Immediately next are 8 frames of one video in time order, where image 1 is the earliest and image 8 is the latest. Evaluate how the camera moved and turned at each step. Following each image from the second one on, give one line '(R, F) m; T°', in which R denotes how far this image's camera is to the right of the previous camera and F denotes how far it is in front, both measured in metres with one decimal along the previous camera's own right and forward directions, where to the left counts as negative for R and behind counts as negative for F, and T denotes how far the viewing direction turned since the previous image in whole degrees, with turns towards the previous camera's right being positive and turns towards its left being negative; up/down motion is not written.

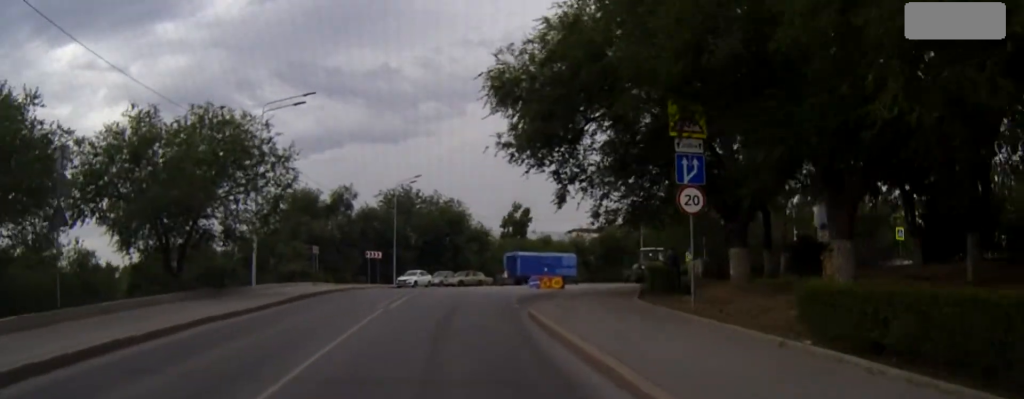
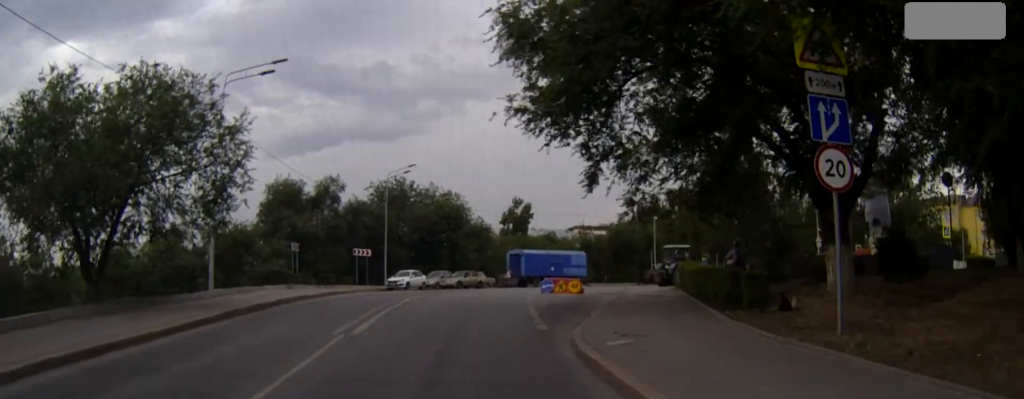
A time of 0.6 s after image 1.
(0.0, +6.9) m; 0°
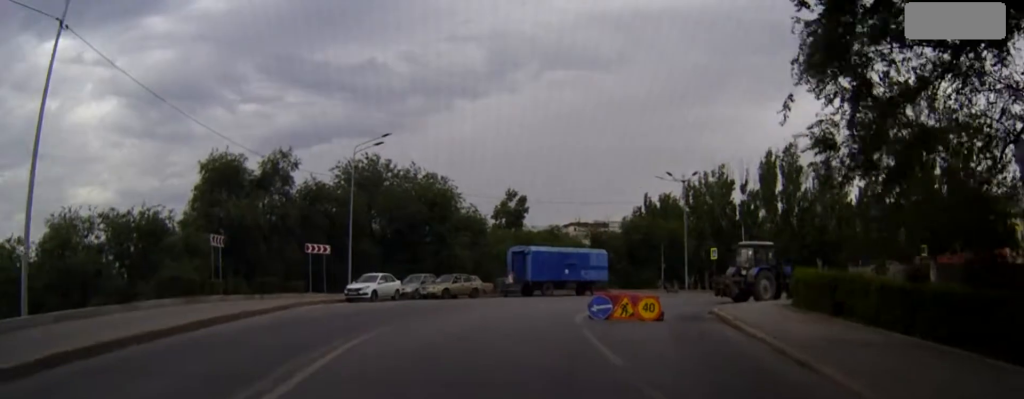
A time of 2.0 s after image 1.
(+0.2, +15.3) m; +3°
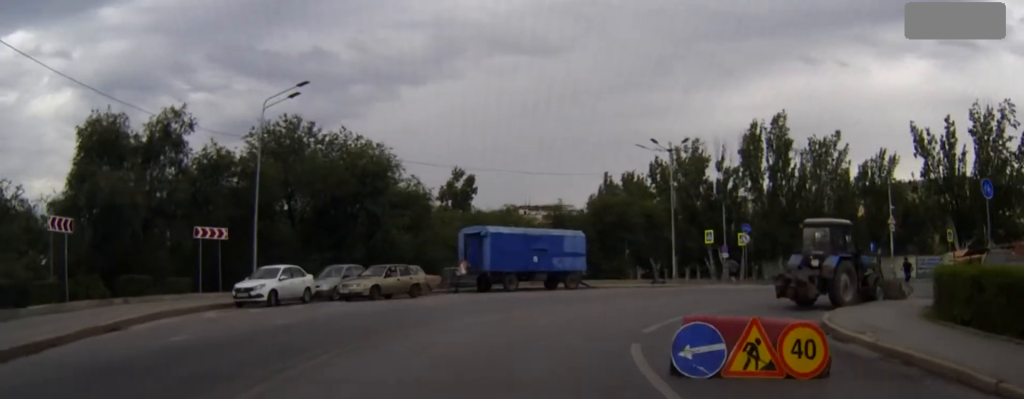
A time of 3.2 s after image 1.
(+0.3, +11.8) m; +6°
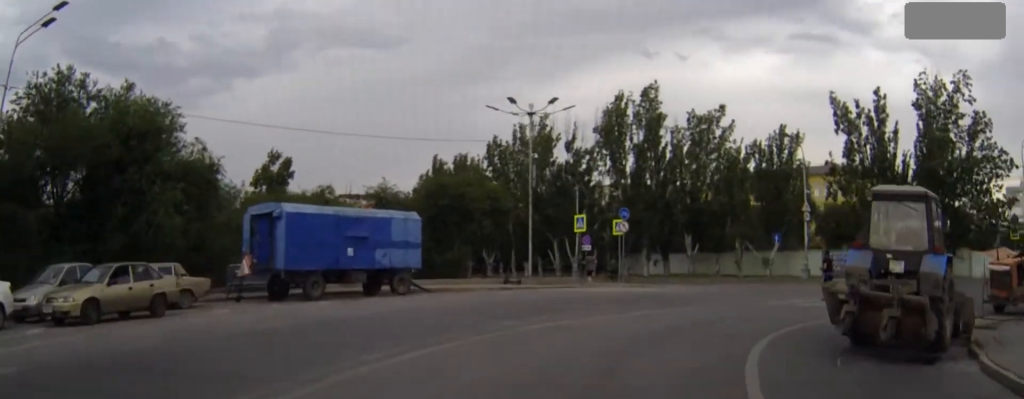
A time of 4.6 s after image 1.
(+1.2, +12.4) m; +15°
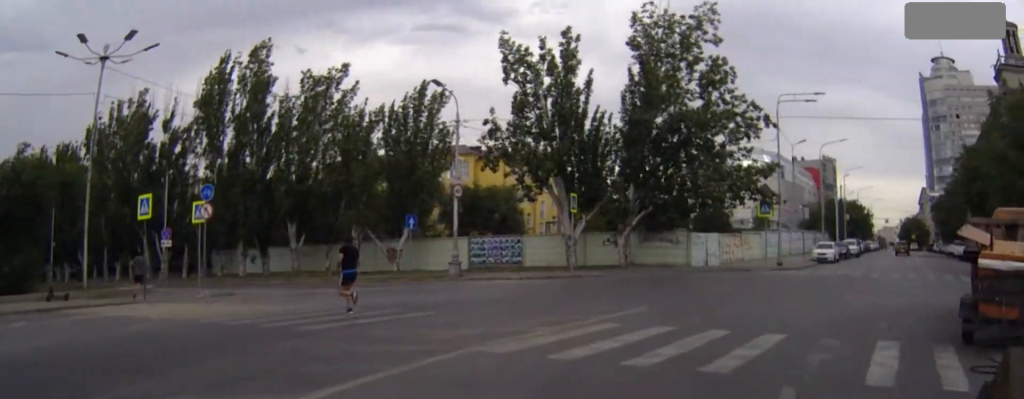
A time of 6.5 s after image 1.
(+3.3, +13.2) m; +30°
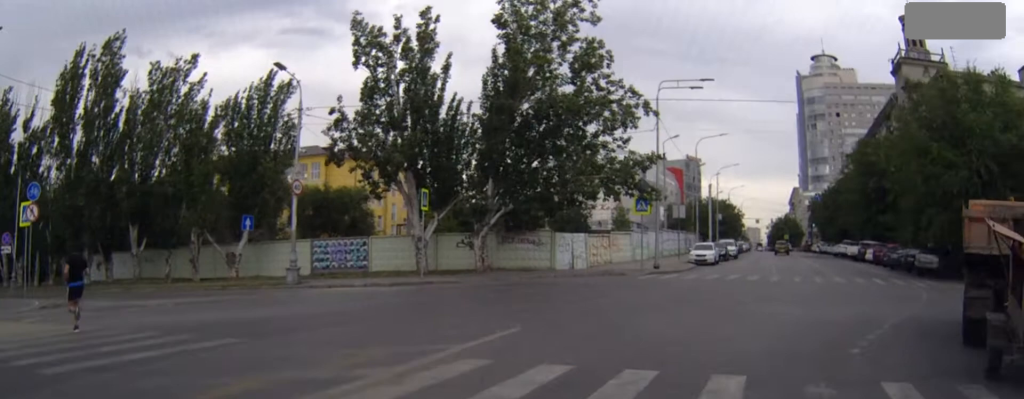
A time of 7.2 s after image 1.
(+0.5, +4.3) m; +12°
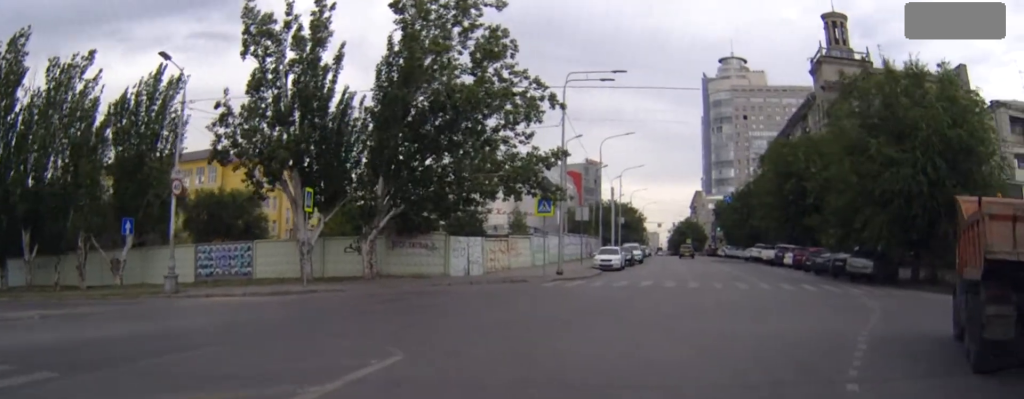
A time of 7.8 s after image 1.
(+0.3, +3.0) m; +9°
